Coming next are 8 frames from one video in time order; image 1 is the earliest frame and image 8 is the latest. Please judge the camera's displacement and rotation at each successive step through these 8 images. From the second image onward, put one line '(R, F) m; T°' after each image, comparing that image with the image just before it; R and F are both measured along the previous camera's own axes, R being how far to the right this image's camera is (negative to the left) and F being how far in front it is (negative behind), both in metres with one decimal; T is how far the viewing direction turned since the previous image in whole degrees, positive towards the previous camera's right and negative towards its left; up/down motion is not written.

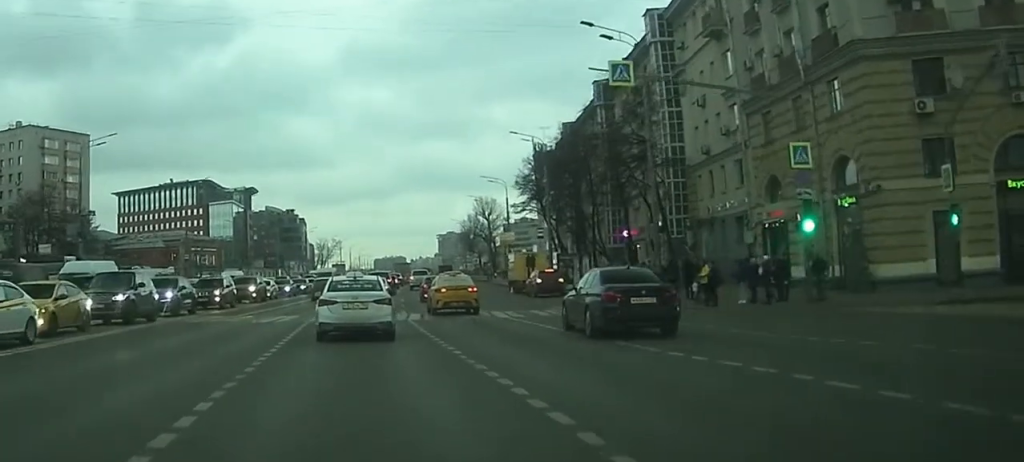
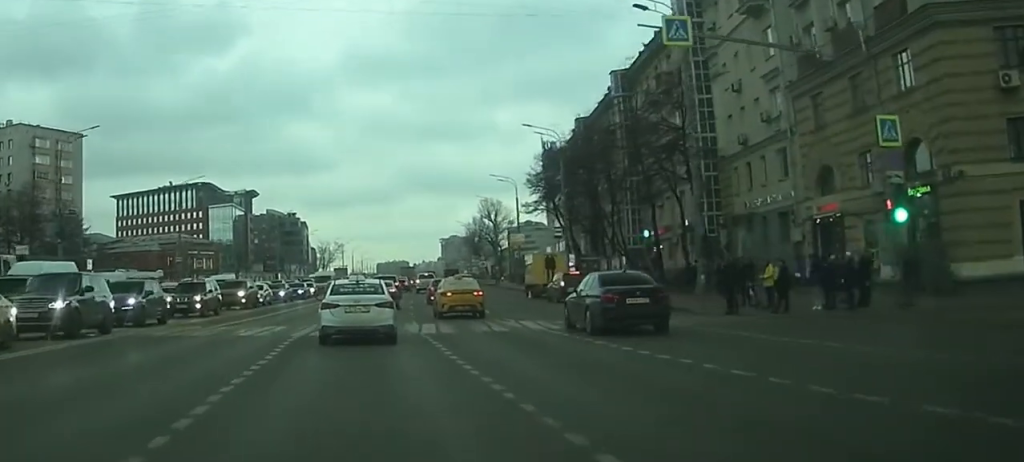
(-0.5, +6.1) m; 0°
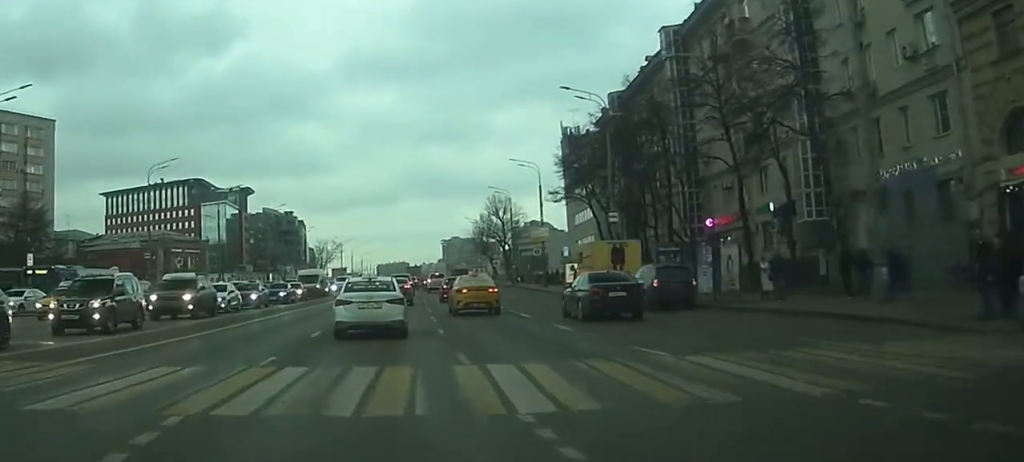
(+1.3, +15.5) m; +5°
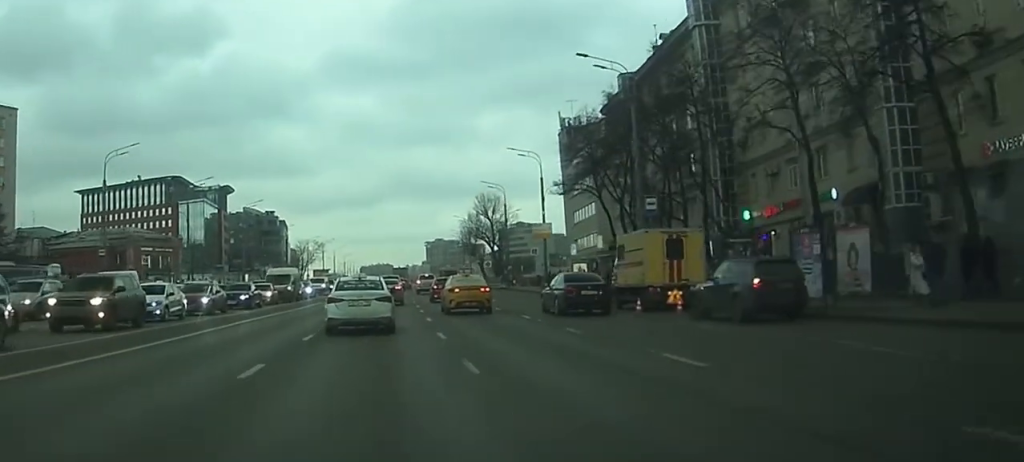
(0.0, +9.9) m; +1°
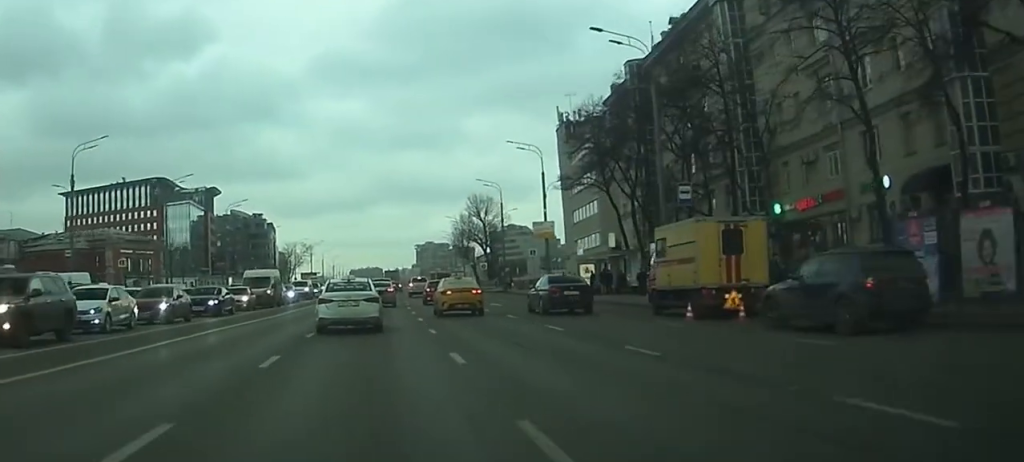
(0.0, +6.1) m; +1°
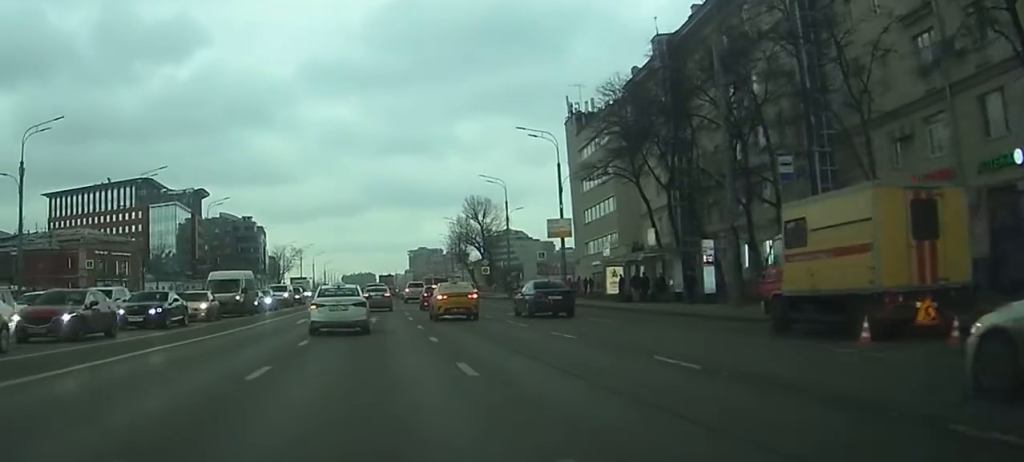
(+0.1, +9.8) m; +1°
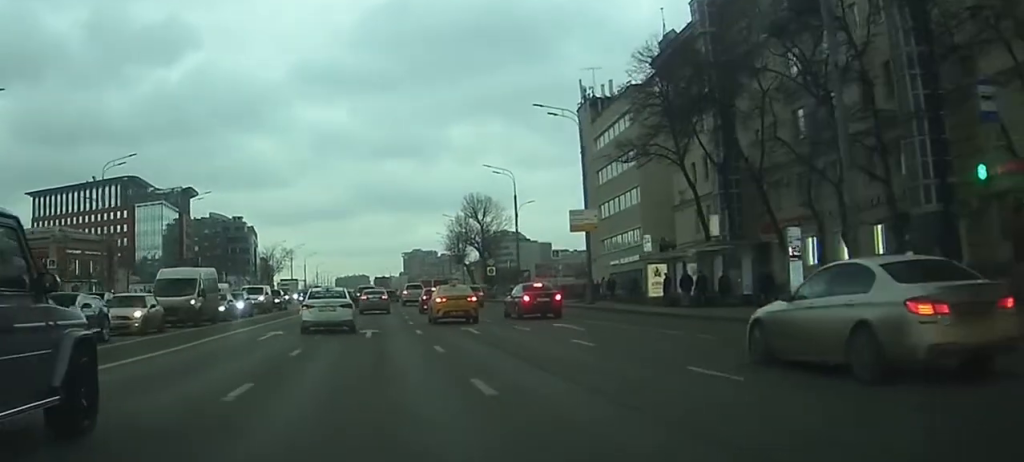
(+0.1, +9.7) m; +1°
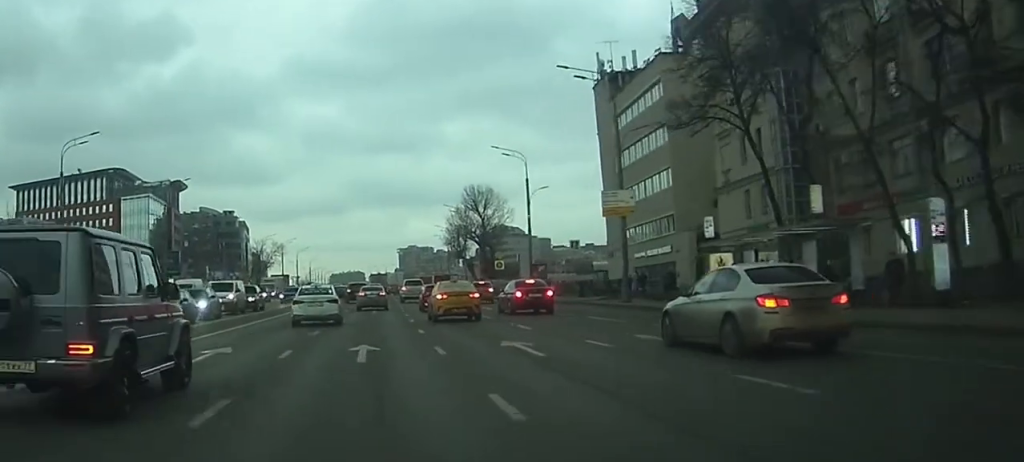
(+0.1, +9.6) m; 0°
